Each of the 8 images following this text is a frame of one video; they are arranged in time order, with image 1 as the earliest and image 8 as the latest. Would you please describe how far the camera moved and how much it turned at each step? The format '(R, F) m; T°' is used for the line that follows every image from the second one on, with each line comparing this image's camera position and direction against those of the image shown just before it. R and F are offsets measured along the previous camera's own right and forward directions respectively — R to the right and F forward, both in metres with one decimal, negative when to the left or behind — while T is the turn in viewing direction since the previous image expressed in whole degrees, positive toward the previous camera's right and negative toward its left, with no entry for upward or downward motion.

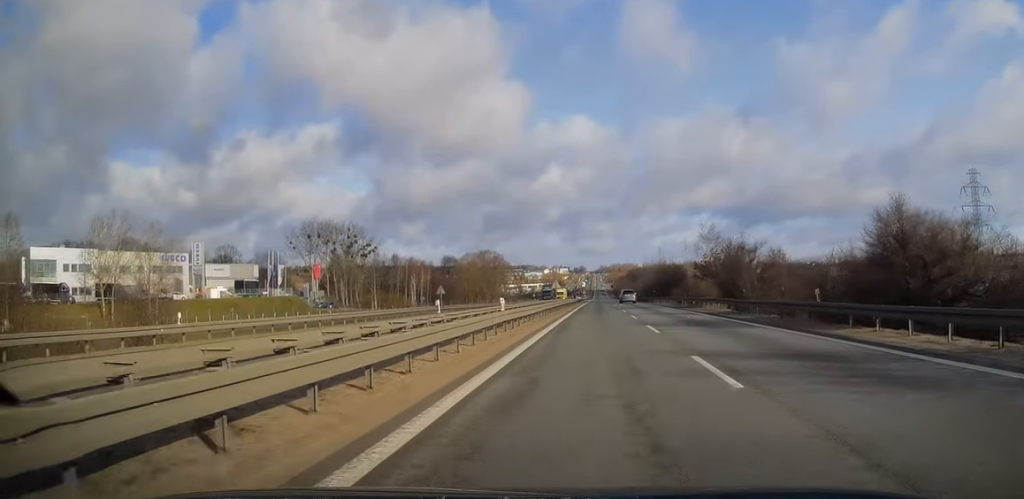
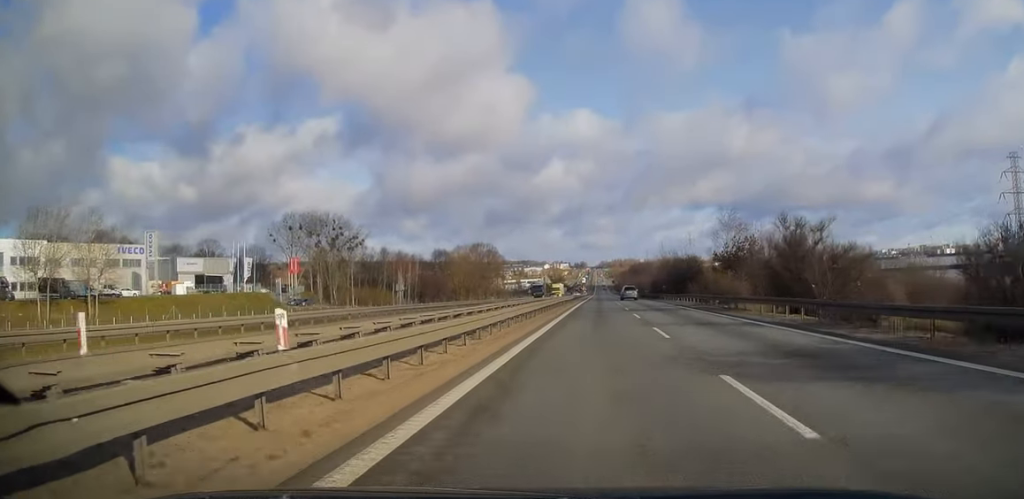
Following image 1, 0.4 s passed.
(0.0, +15.1) m; 0°
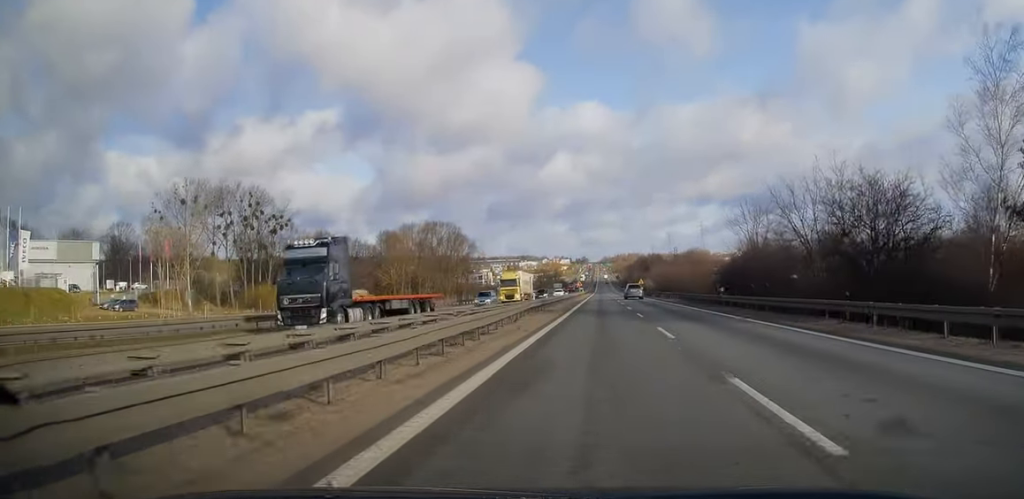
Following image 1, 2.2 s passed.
(0.0, +60.5) m; 0°
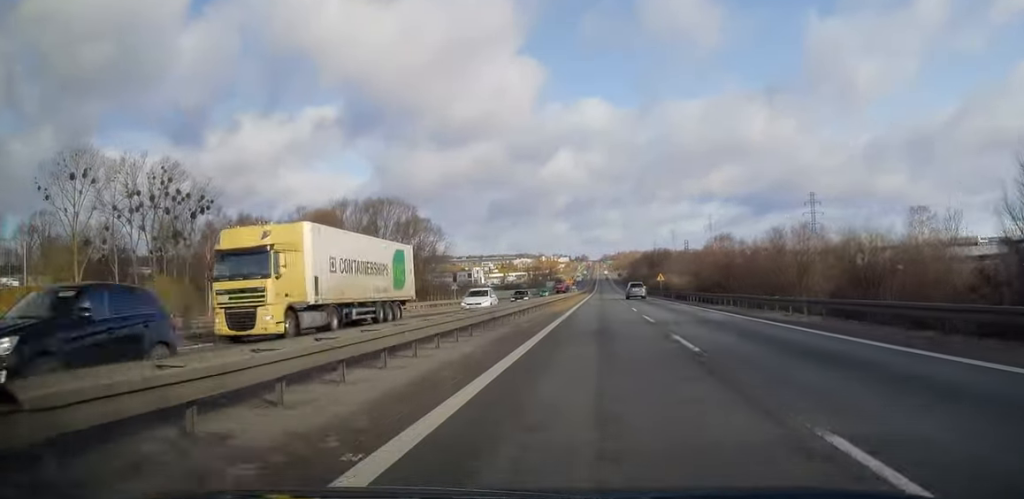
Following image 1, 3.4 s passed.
(0.0, +39.9) m; 0°
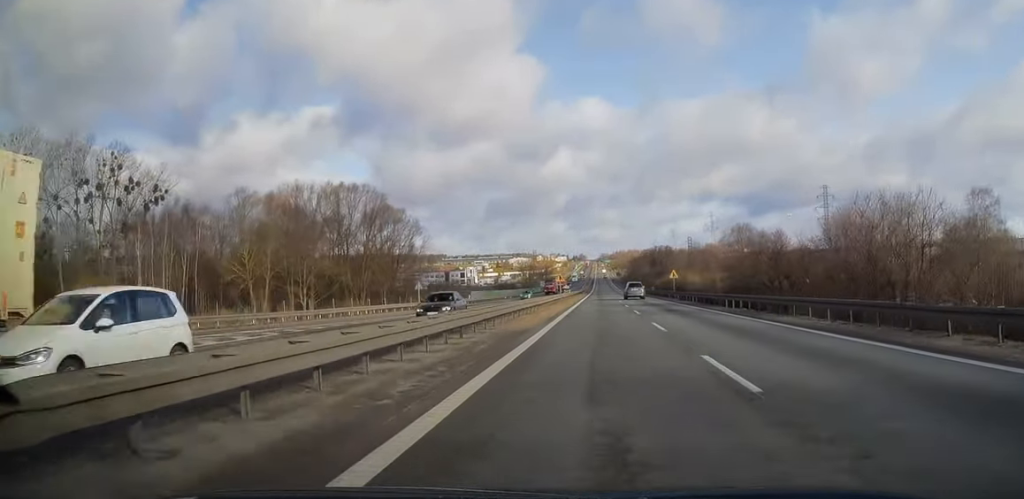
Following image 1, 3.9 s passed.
(-0.1, +16.8) m; 0°
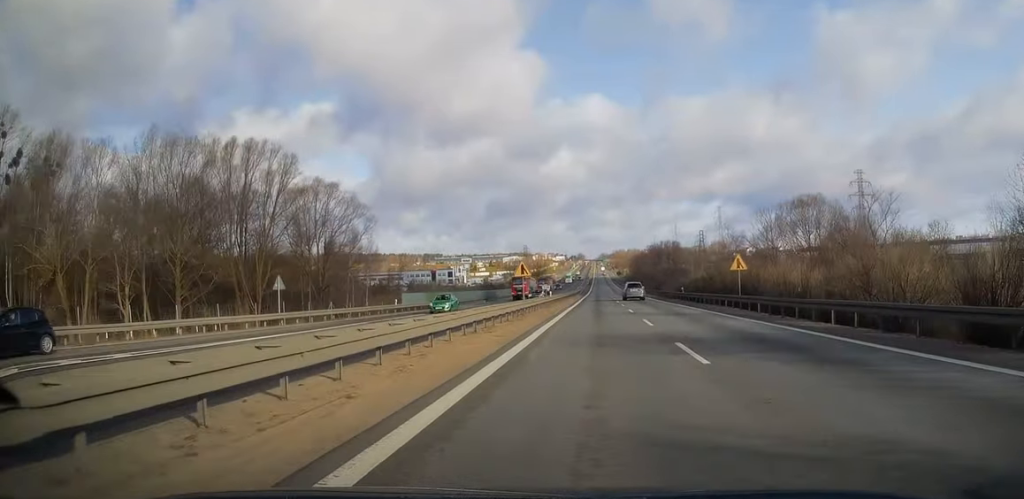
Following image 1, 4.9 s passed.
(0.0, +32.5) m; 0°
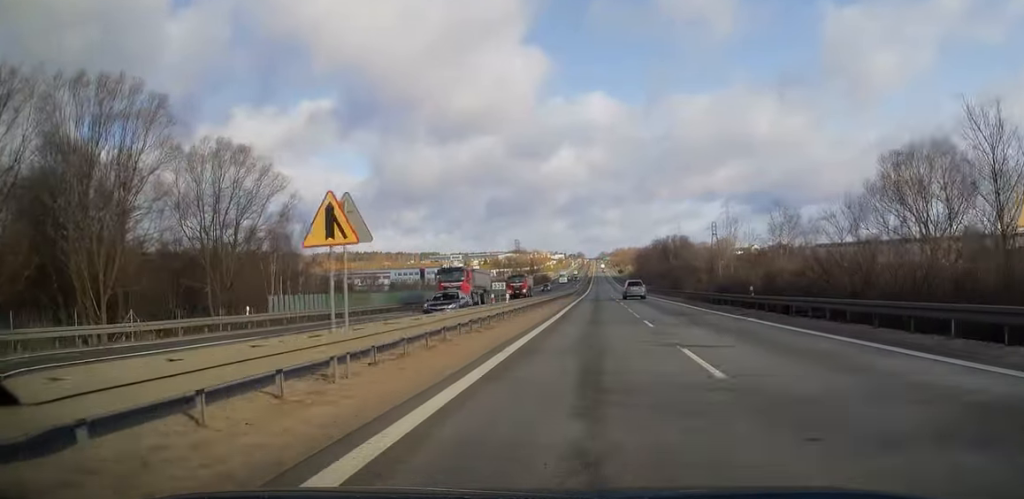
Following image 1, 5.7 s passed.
(0.0, +25.7) m; 0°
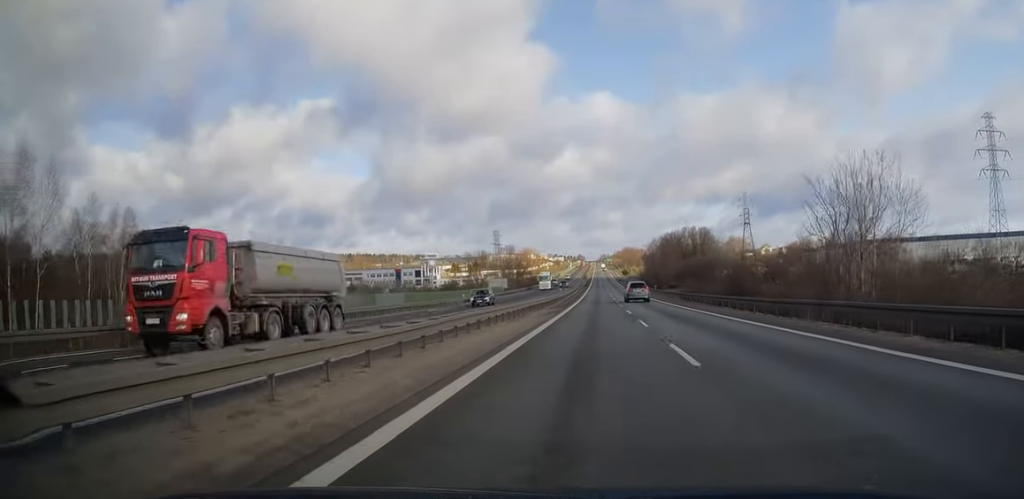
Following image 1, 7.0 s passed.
(0.0, +45.7) m; 0°
